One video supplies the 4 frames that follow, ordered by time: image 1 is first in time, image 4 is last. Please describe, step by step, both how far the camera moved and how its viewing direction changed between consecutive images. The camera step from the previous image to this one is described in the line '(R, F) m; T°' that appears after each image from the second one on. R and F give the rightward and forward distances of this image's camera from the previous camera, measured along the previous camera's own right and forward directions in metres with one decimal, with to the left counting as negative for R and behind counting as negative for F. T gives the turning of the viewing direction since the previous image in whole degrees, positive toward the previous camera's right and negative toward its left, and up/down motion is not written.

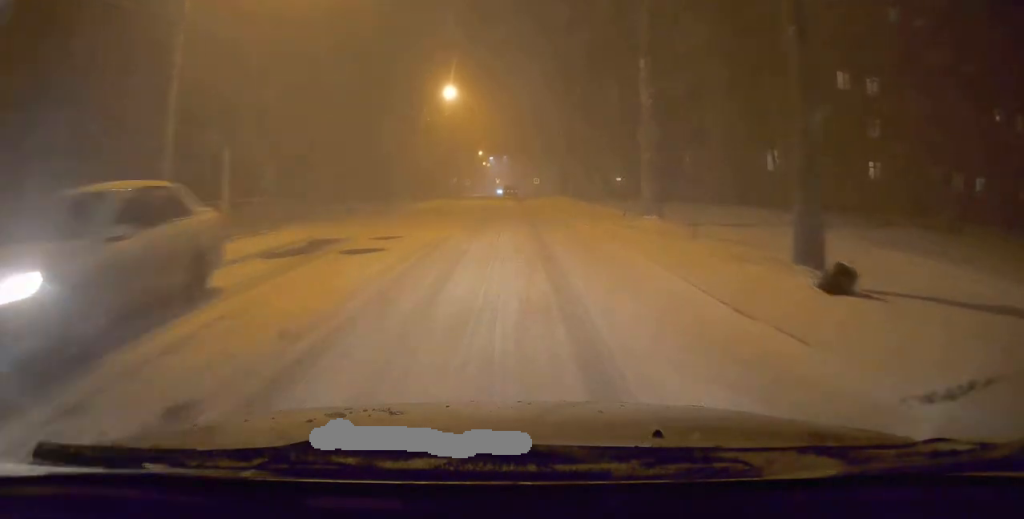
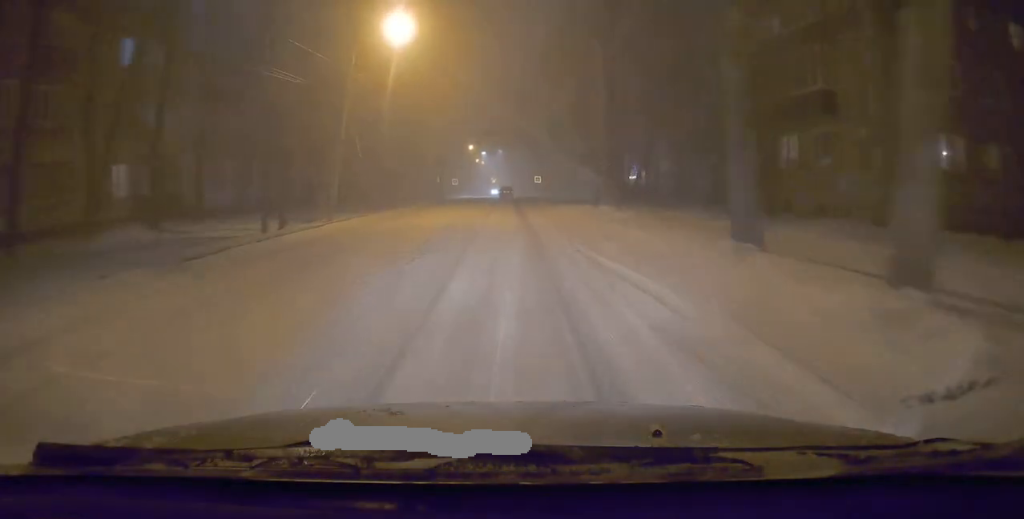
(+0.2, +17.9) m; -1°
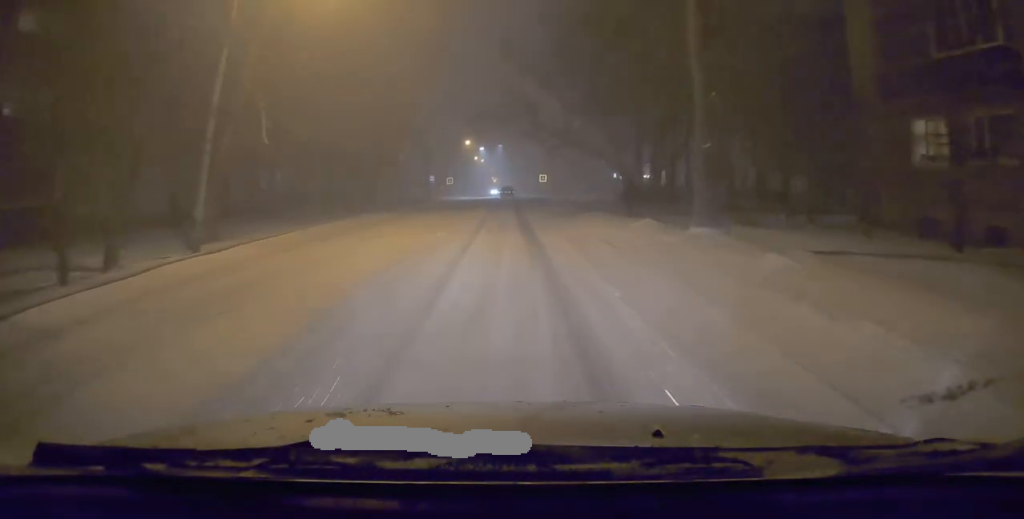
(0.0, +10.7) m; 0°
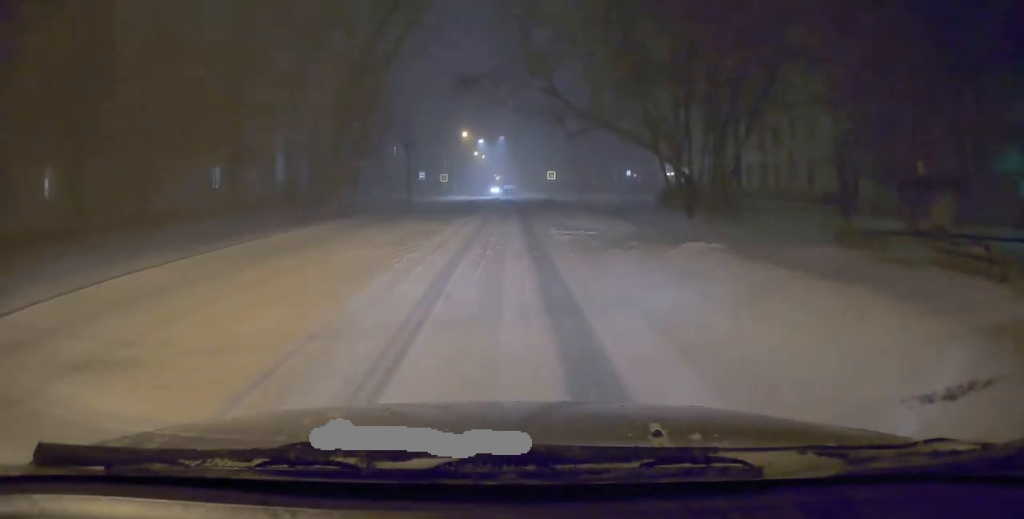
(-0.1, +11.3) m; -3°
